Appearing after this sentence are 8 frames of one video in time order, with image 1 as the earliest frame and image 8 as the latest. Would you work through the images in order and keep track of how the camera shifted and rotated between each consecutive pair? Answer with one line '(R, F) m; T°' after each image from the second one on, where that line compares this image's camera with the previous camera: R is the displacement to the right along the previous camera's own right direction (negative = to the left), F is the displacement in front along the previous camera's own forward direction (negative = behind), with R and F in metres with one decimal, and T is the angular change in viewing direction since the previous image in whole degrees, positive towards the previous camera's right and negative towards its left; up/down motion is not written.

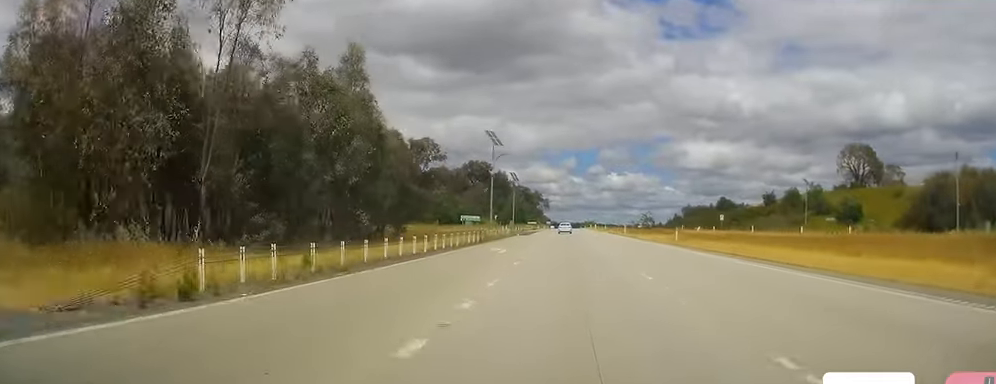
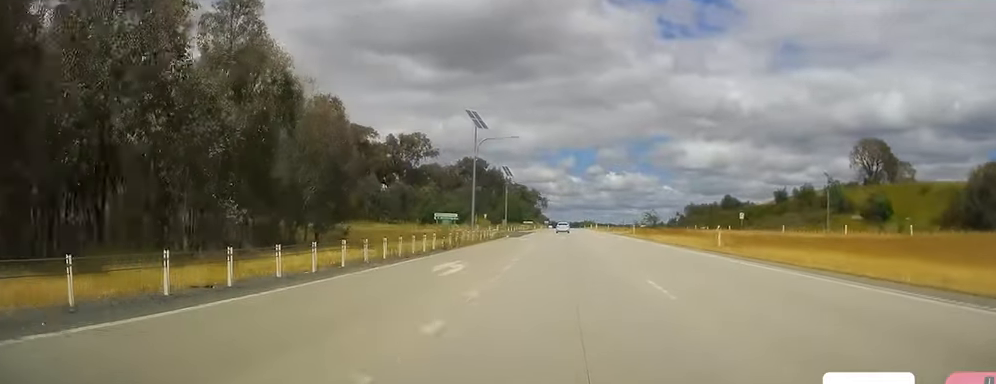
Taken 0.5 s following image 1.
(-0.3, +14.6) m; 0°
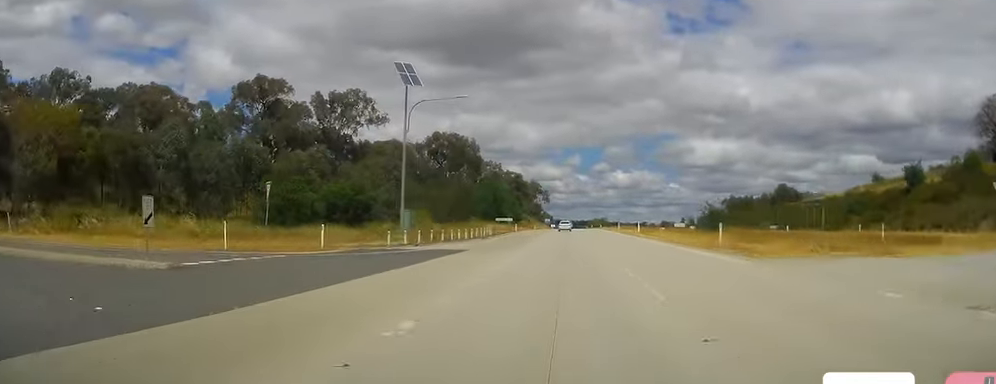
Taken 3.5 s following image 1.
(+0.5, +86.7) m; 0°
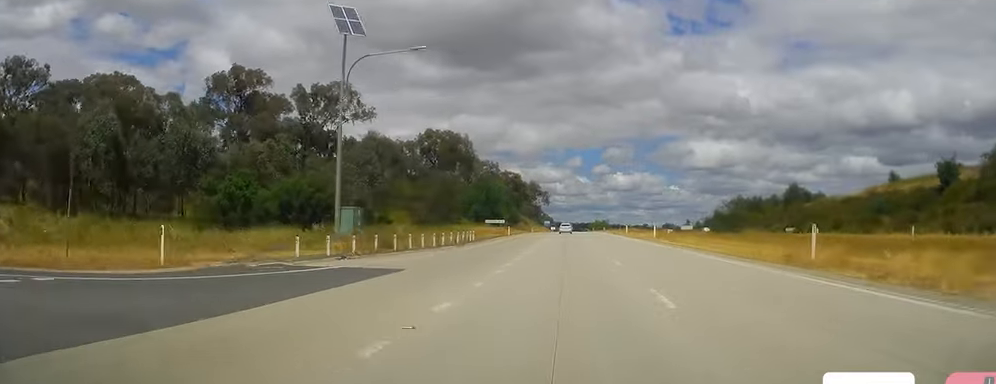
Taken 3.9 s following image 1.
(-0.1, +13.6) m; 0°
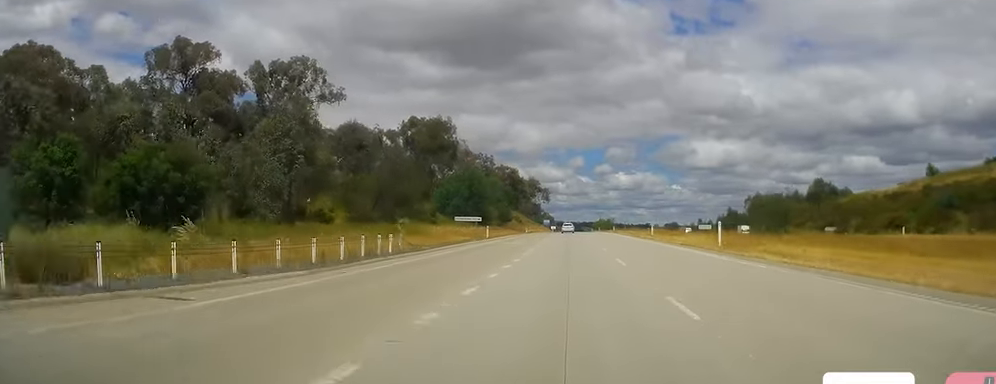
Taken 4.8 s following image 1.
(+0.4, +26.2) m; 0°
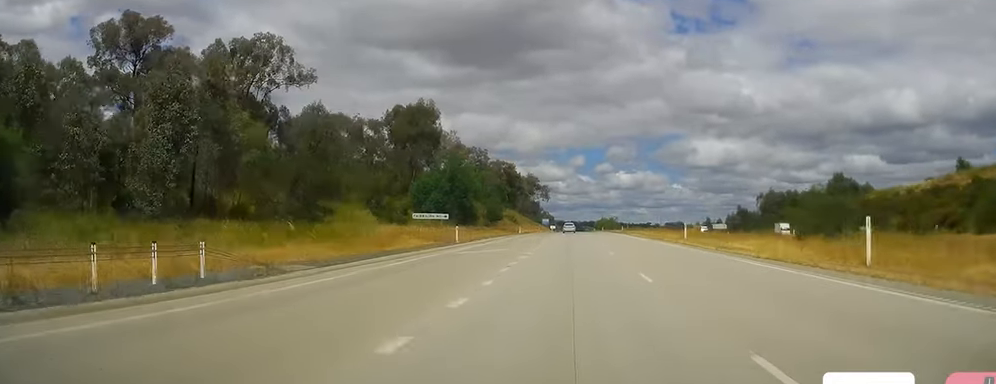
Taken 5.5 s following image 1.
(-0.4, +18.4) m; 0°
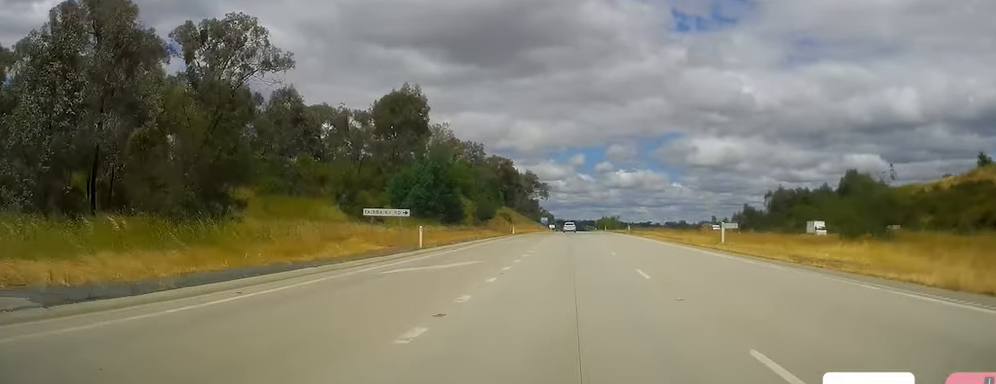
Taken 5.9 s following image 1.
(-0.3, +11.7) m; 0°
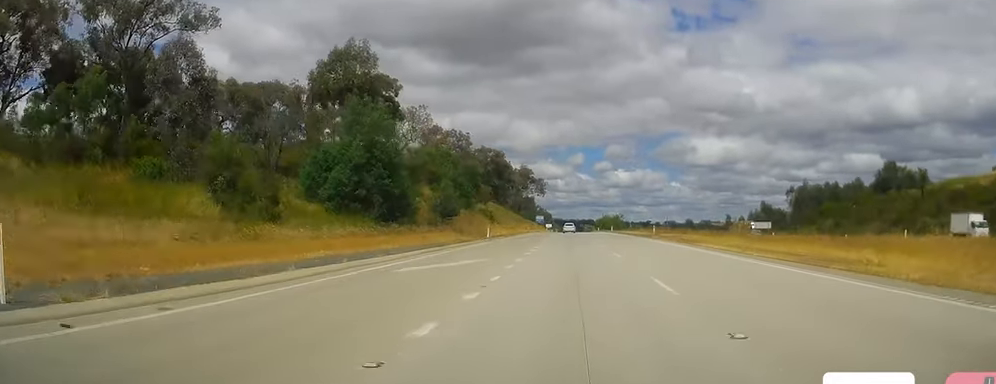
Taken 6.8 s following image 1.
(+0.6, +28.4) m; 0°
